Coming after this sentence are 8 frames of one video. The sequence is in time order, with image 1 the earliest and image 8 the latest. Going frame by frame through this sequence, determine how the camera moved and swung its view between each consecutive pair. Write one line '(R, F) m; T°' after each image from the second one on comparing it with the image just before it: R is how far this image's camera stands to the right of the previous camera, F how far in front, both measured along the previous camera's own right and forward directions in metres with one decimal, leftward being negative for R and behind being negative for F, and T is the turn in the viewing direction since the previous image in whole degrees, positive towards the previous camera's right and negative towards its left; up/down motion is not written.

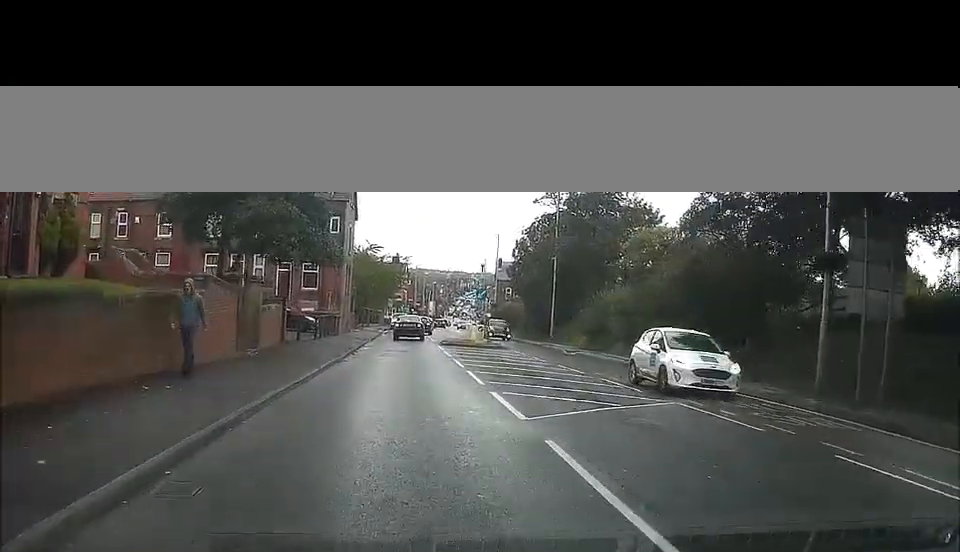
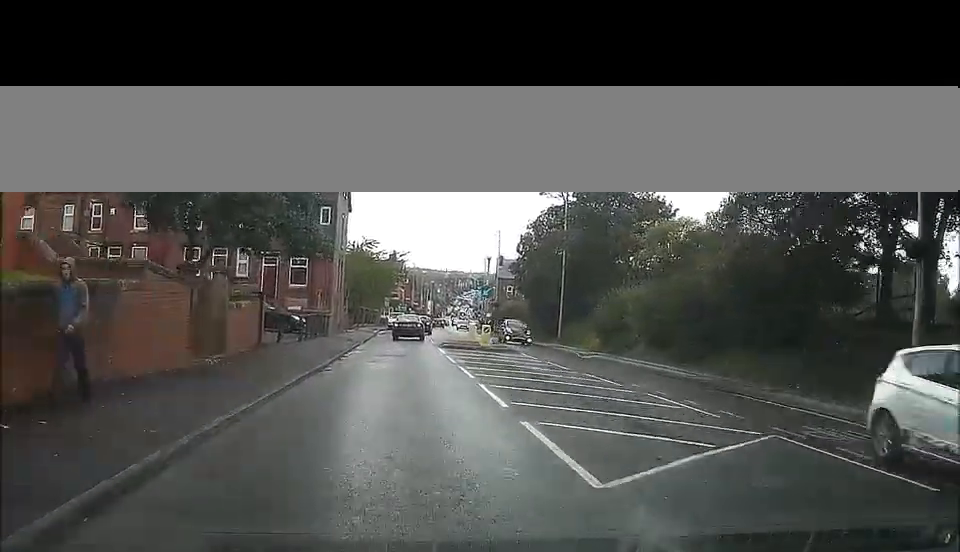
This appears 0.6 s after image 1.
(0.0, +4.7) m; 0°
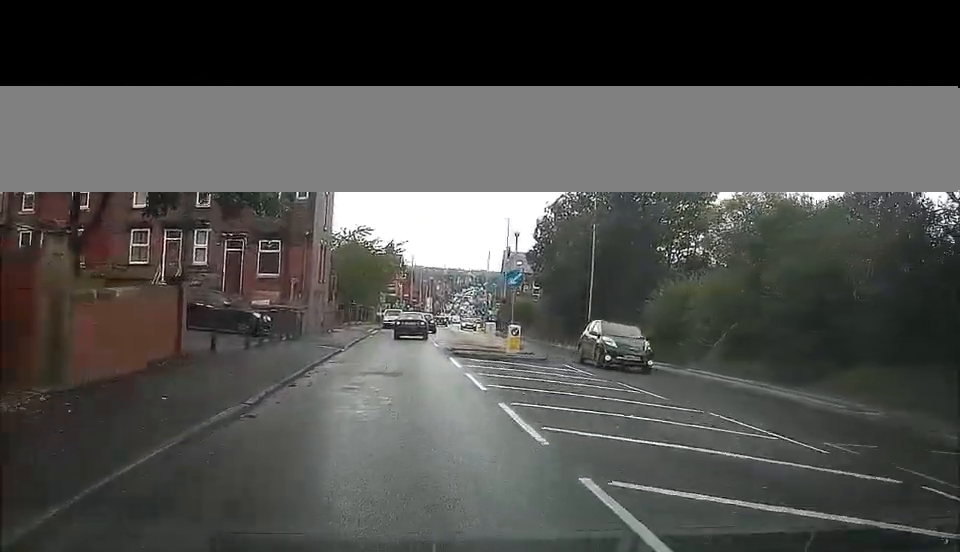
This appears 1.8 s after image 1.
(0.0, +10.4) m; +1°
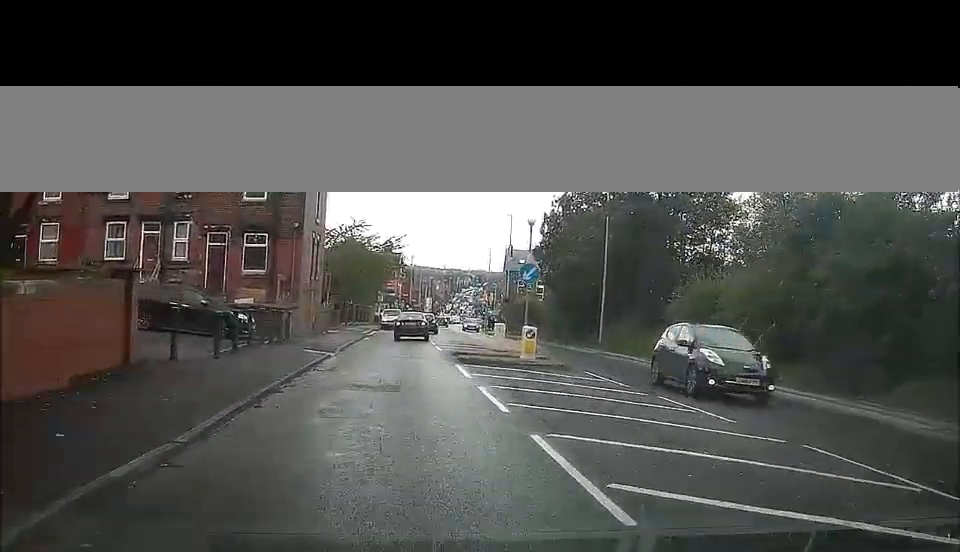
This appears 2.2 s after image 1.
(-0.1, +3.7) m; +1°
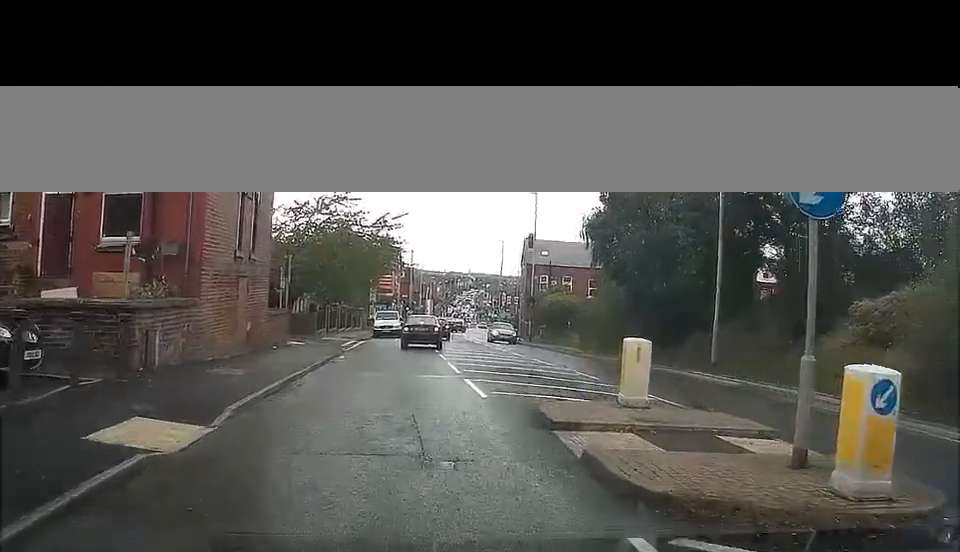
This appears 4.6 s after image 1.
(-0.4, +18.8) m; -4°
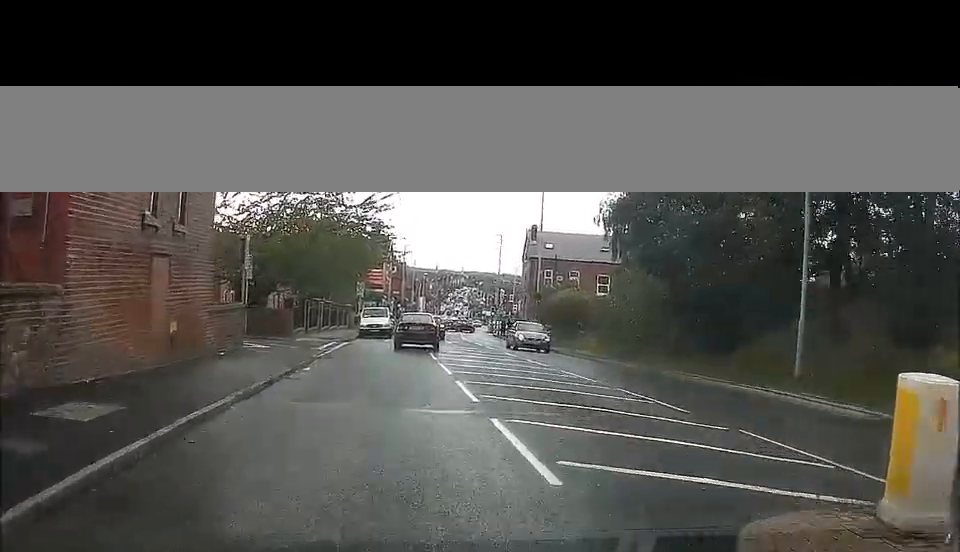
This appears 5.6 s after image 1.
(+0.1, +7.9) m; +3°
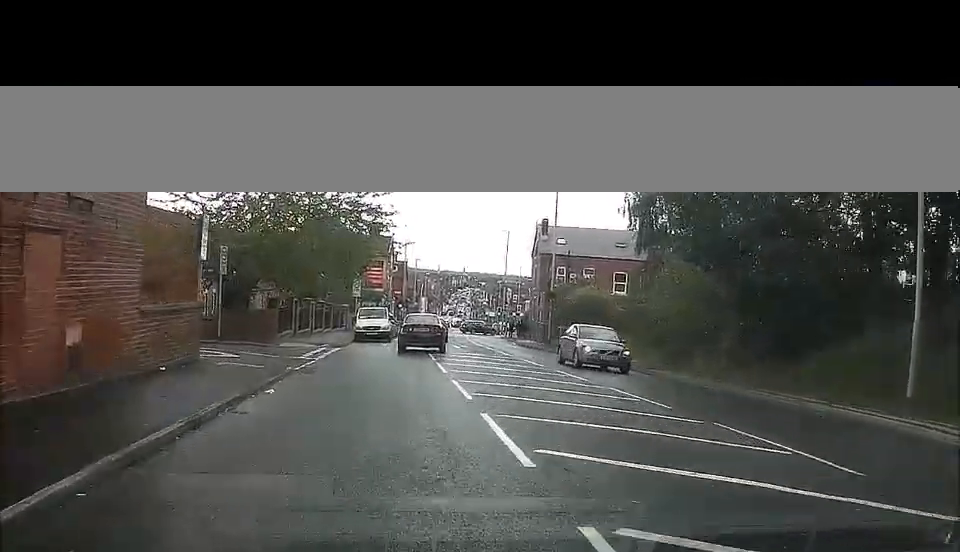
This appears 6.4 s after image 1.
(+0.2, +6.3) m; +2°
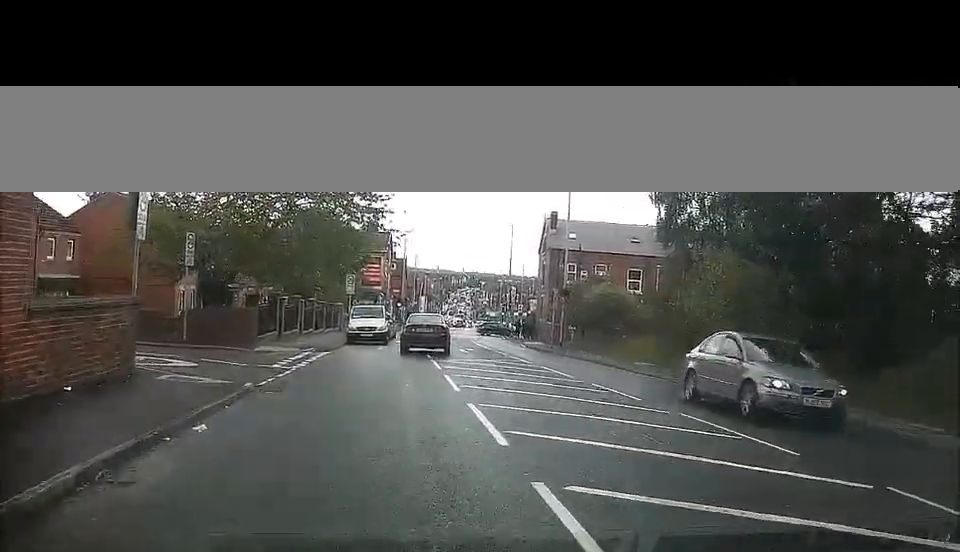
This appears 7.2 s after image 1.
(0.0, +5.7) m; -2°
